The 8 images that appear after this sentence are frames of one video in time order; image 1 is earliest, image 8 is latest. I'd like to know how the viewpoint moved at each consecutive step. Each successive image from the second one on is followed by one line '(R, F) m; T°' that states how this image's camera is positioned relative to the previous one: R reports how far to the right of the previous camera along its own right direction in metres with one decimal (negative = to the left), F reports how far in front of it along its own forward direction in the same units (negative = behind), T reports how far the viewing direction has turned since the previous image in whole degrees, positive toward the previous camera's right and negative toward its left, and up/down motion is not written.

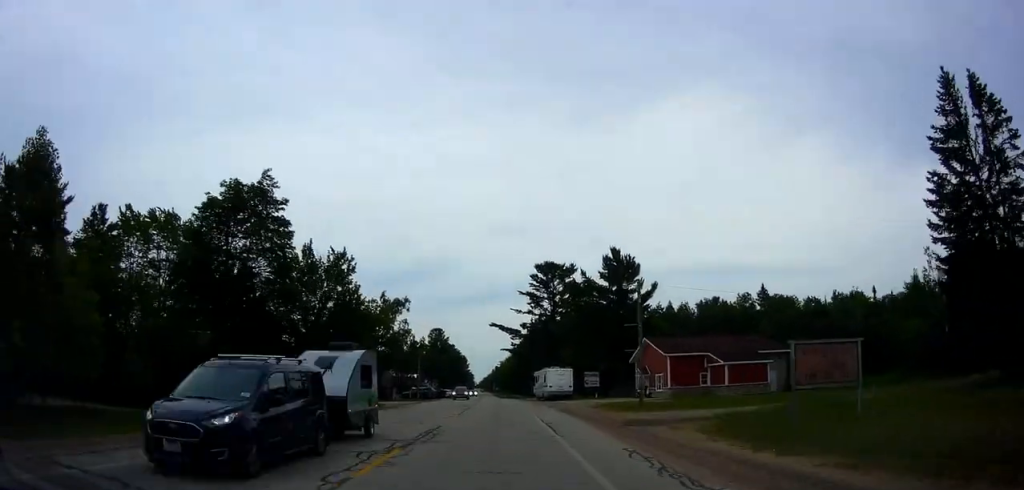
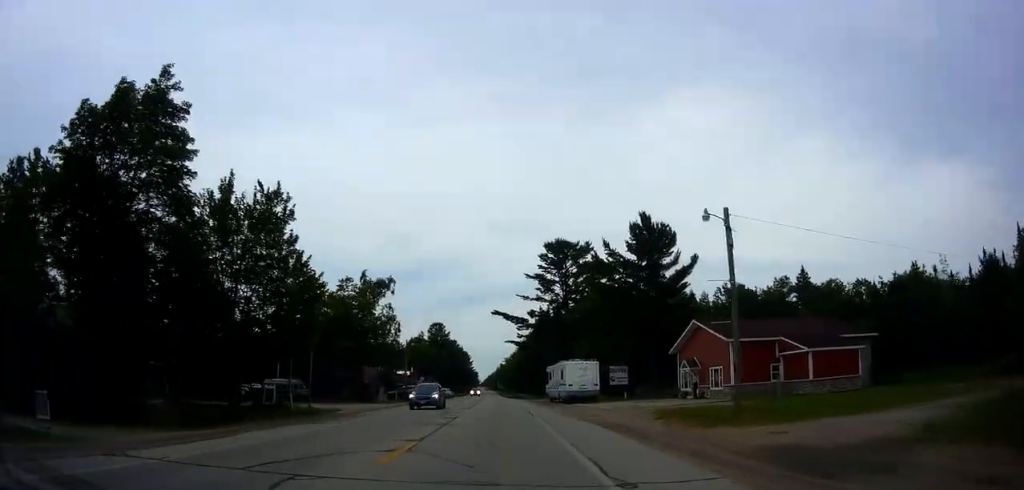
(0.0, +13.5) m; 0°
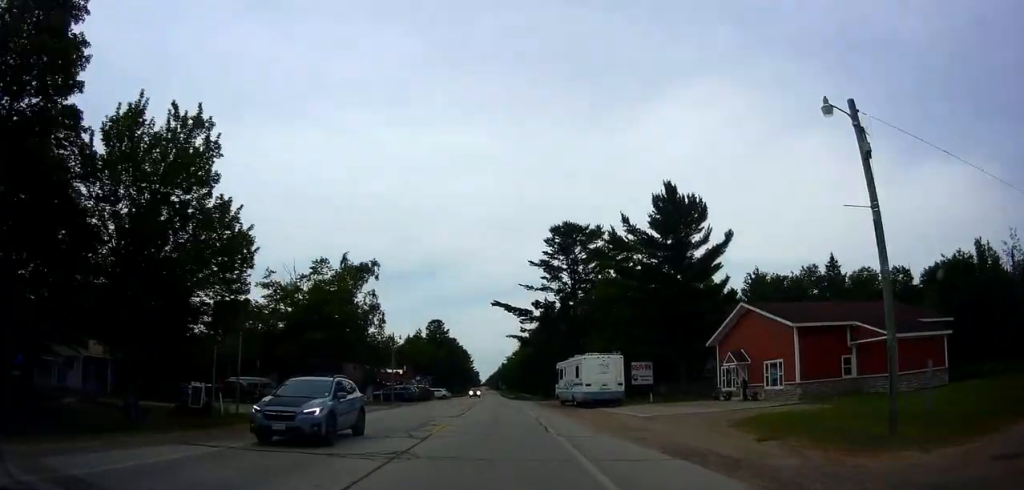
(0.0, +8.7) m; 0°
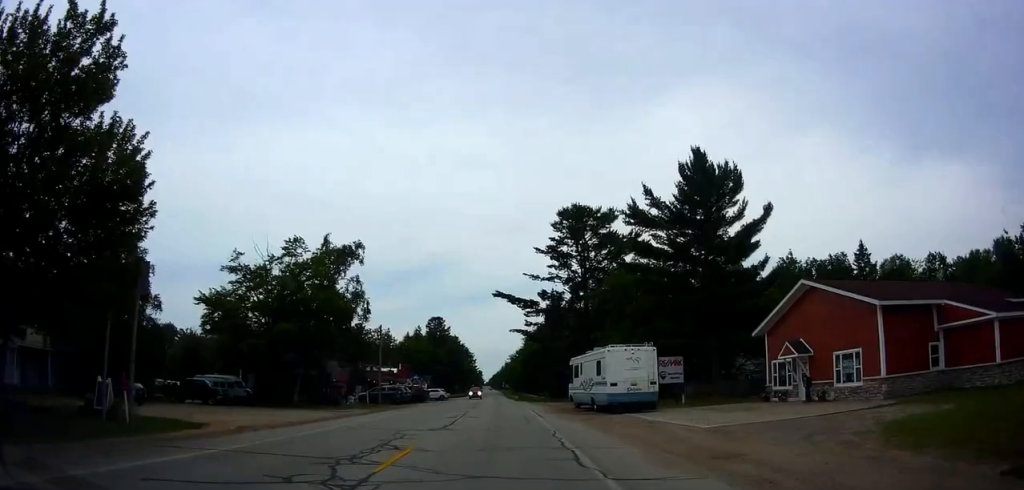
(0.0, +7.0) m; 0°
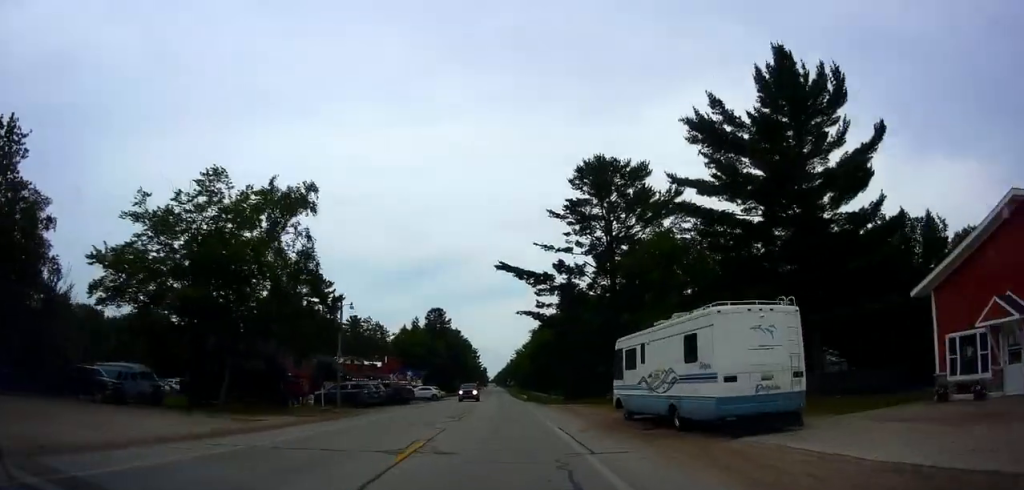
(0.0, +13.9) m; 0°
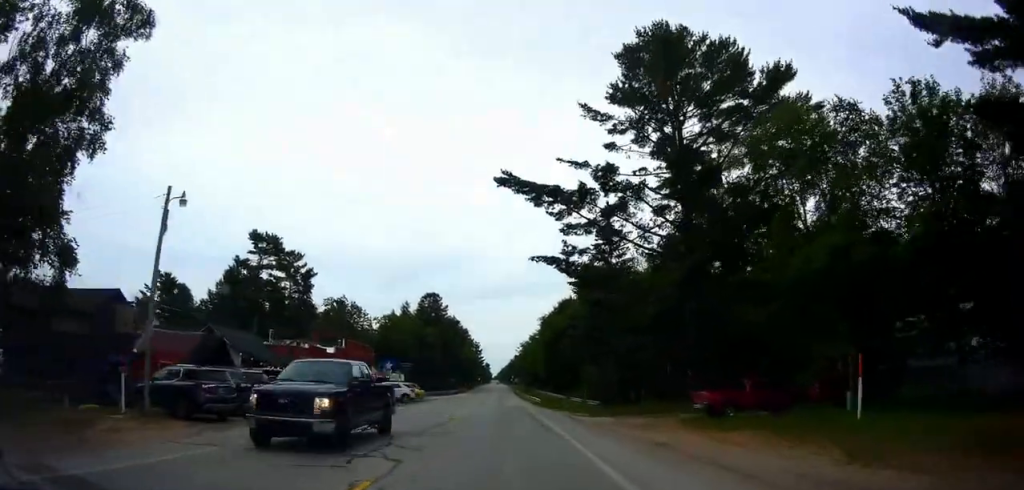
(0.0, +21.6) m; -2°
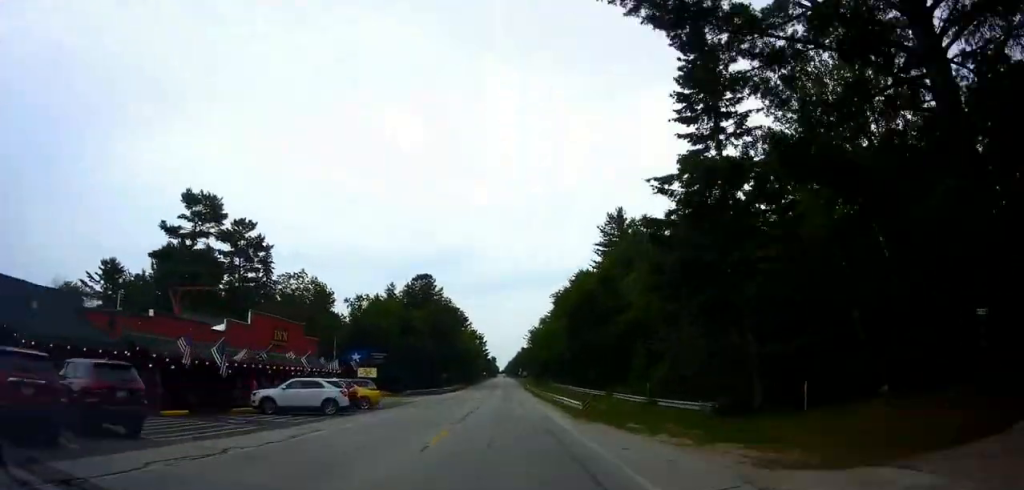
(-0.4, +21.6) m; +1°
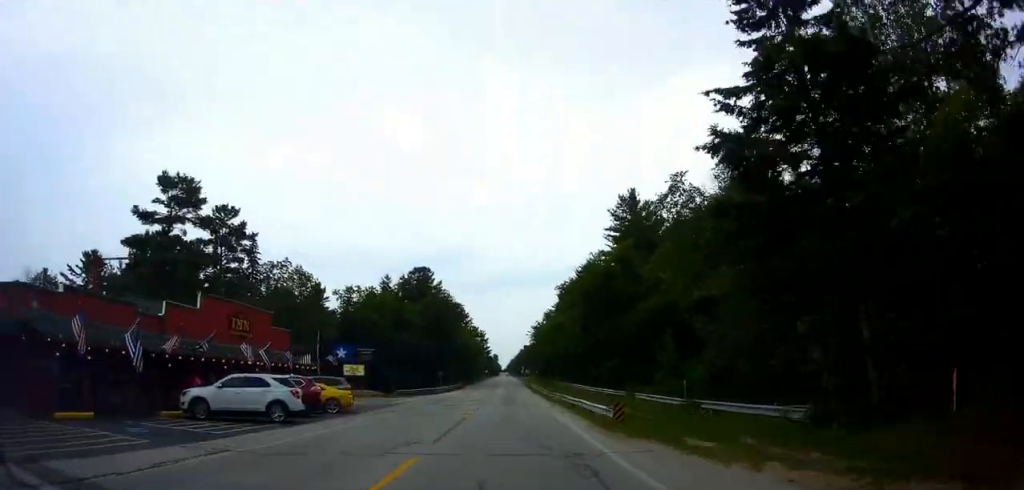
(+0.2, +6.1) m; +1°
